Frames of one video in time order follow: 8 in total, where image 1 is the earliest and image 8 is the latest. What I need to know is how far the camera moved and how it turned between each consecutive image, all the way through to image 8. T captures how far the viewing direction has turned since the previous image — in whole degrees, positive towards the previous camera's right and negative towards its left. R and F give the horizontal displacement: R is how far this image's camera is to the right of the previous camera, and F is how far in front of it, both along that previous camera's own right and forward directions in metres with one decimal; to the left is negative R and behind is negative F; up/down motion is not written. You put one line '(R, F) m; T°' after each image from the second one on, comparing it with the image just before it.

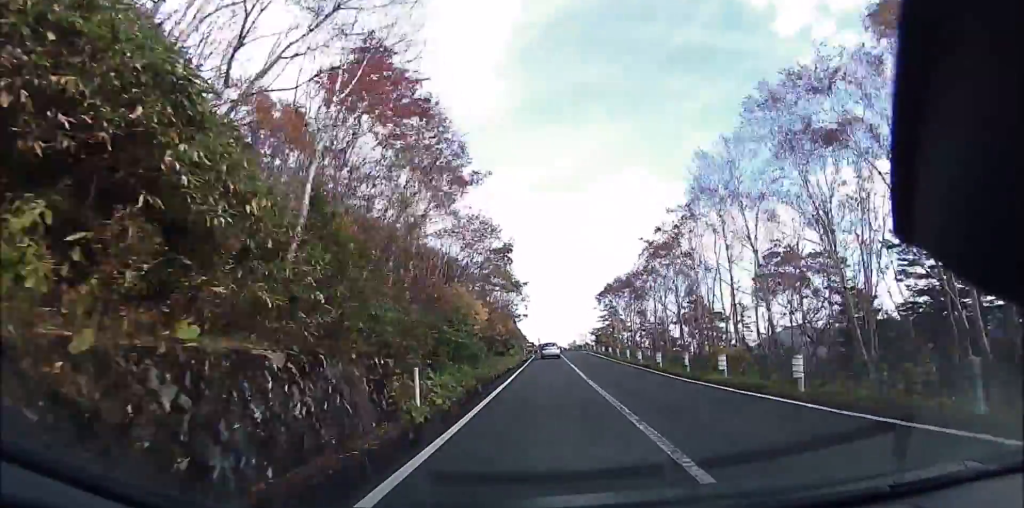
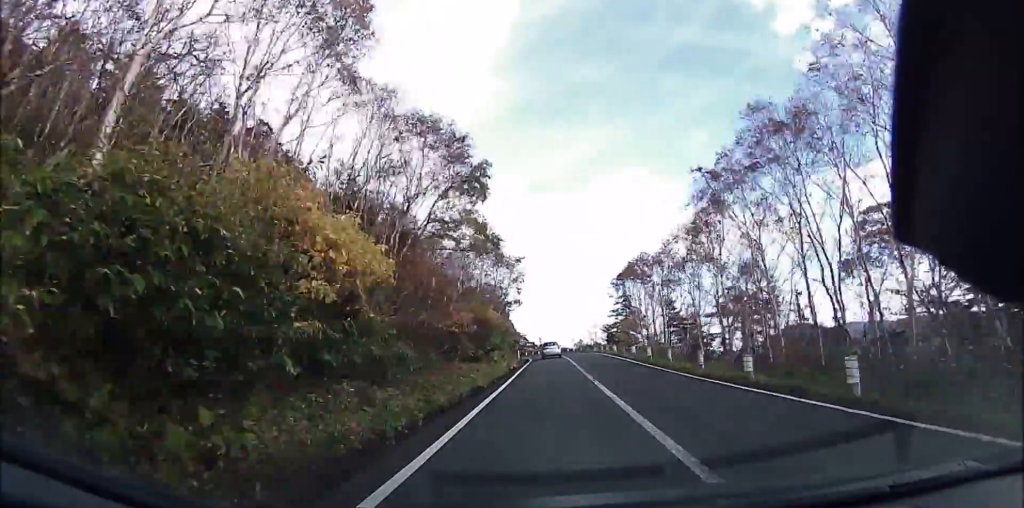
(+0.1, +13.3) m; 0°
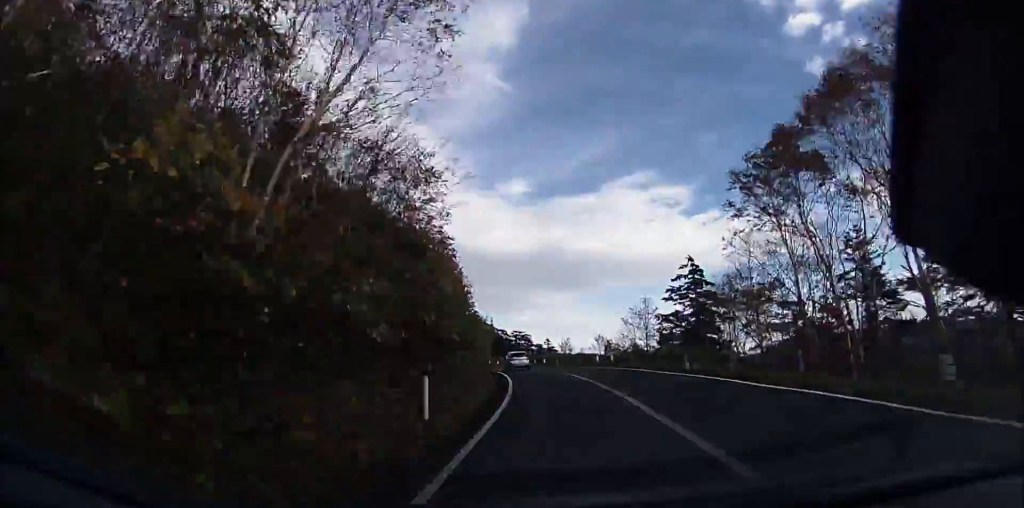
(-0.1, +28.9) m; -3°
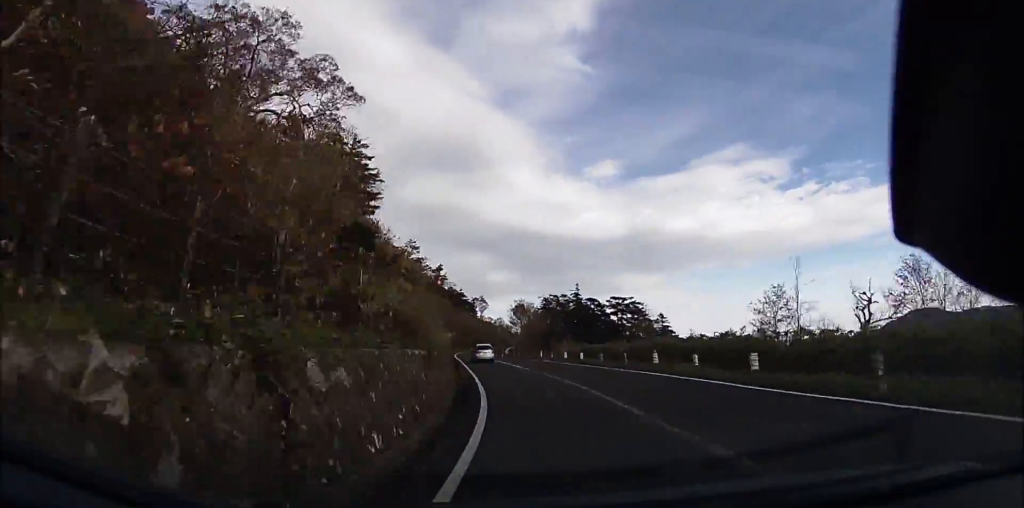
(-2.5, +35.5) m; -9°
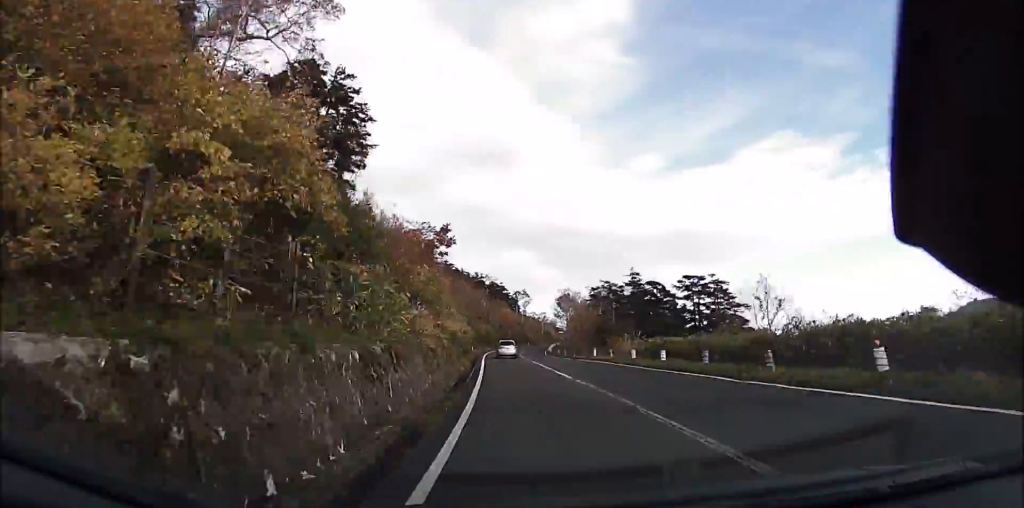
(-0.2, +11.5) m; -4°
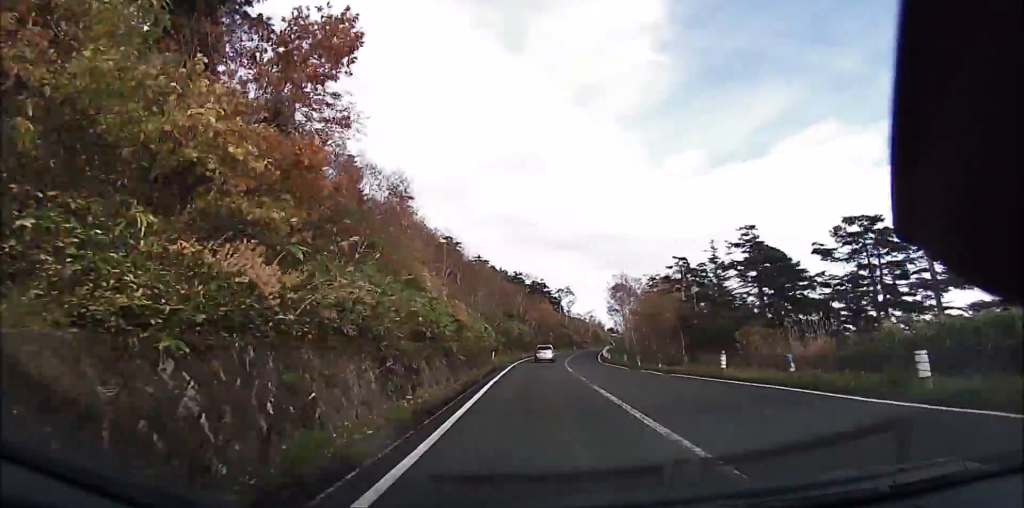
(-1.0, +16.6) m; -5°
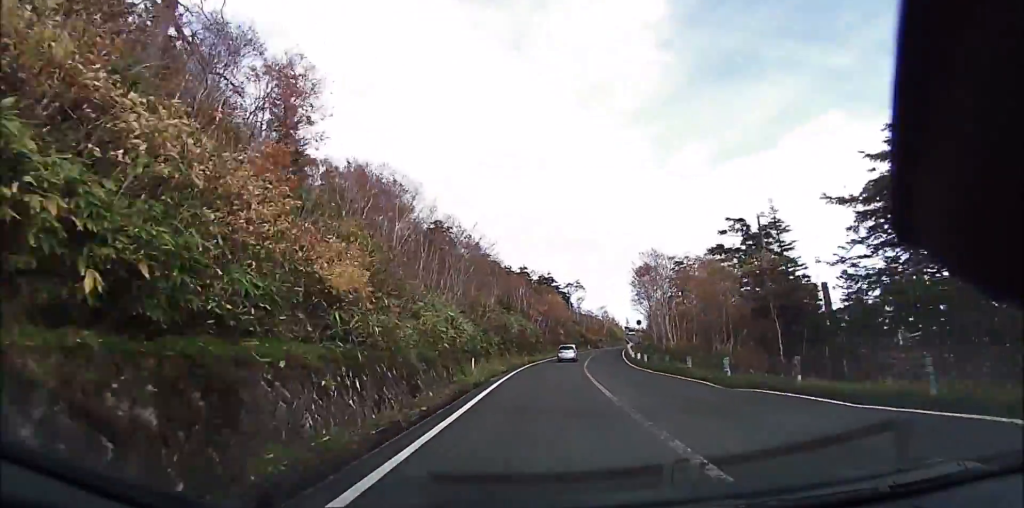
(-0.3, +12.0) m; -3°
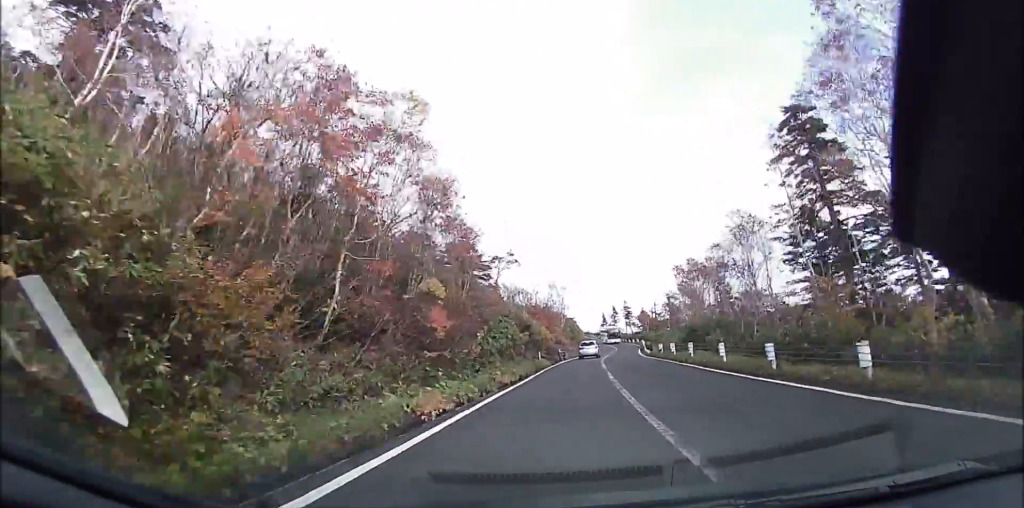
(-0.2, +46.1) m; +4°
